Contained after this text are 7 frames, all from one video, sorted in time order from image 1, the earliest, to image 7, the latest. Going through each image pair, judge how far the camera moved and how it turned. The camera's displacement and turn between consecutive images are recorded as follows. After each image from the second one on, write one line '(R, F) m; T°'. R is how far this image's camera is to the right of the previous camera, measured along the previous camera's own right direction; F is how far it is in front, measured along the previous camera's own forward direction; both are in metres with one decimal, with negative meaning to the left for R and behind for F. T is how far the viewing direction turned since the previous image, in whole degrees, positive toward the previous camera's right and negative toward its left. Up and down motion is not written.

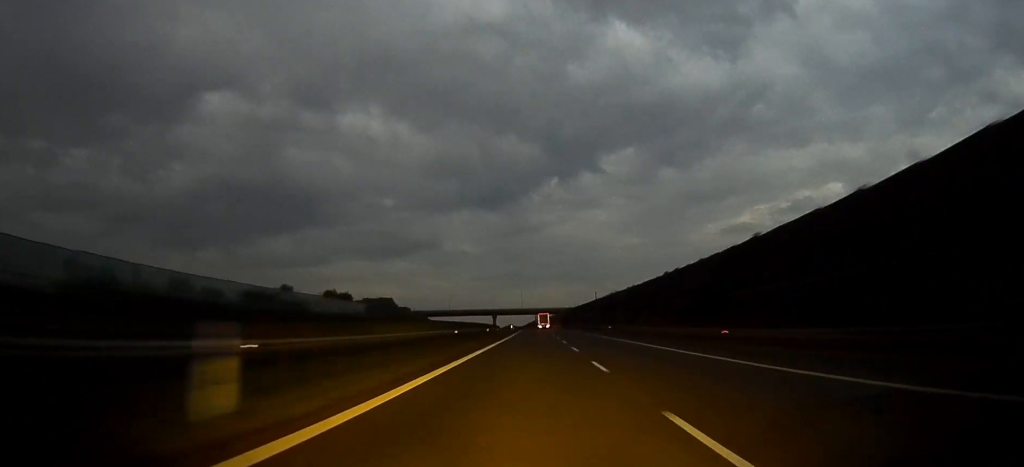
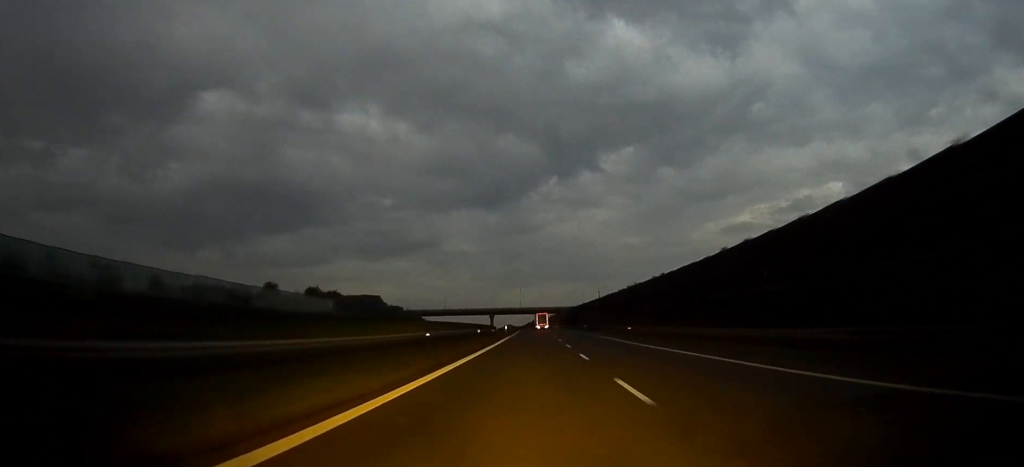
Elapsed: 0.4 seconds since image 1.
(0.0, +18.2) m; 0°
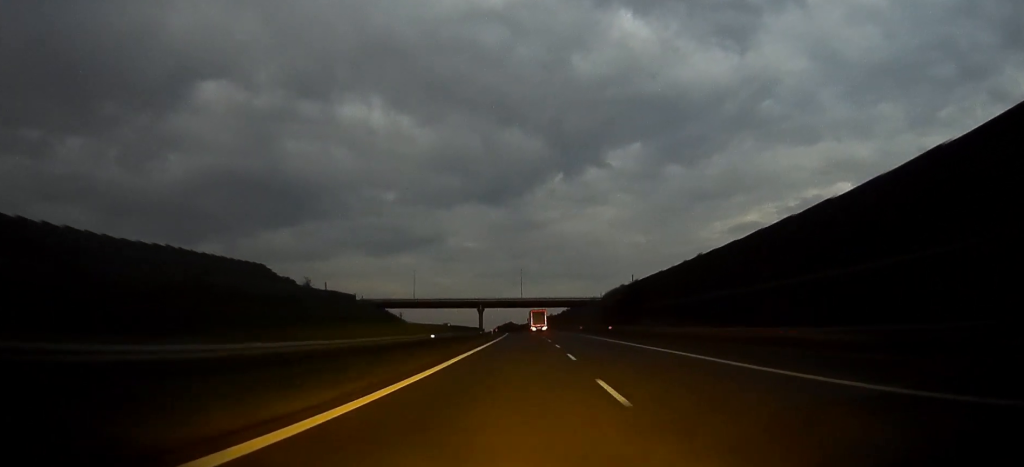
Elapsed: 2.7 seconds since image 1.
(-0.1, +95.9) m; -1°
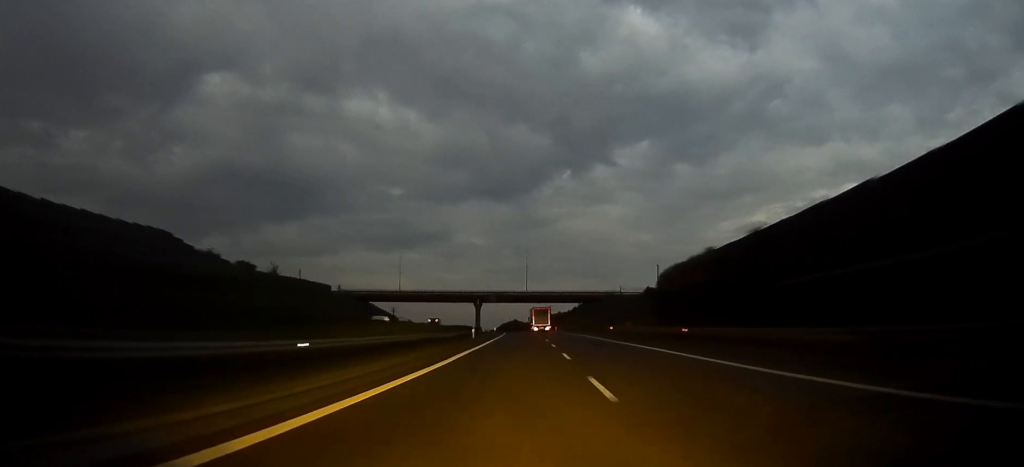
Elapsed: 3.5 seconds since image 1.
(-0.2, +35.4) m; -1°
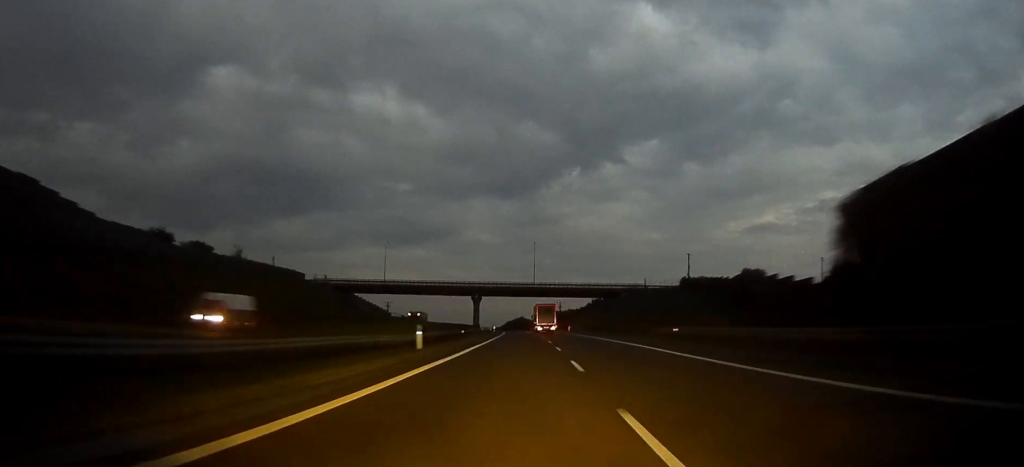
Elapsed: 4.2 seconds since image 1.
(-0.2, +28.2) m; -1°
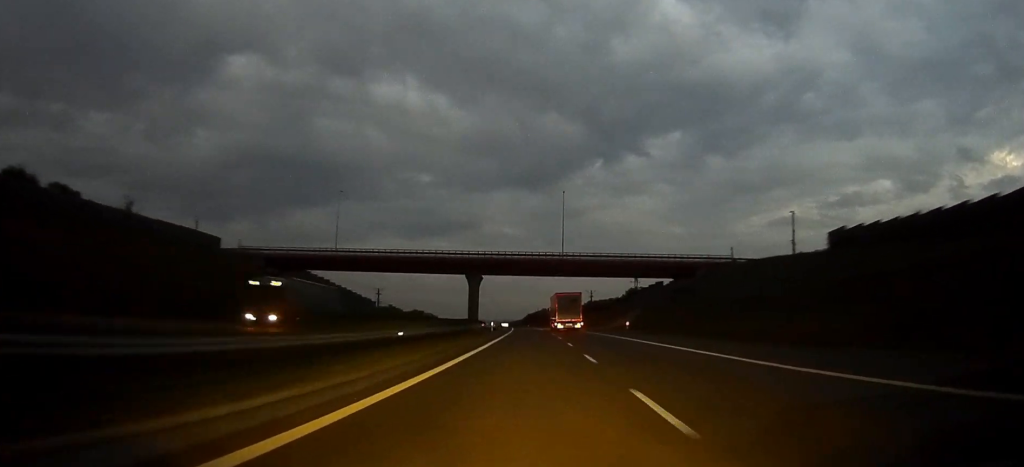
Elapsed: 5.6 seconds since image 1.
(-0.8, +57.3) m; -2°
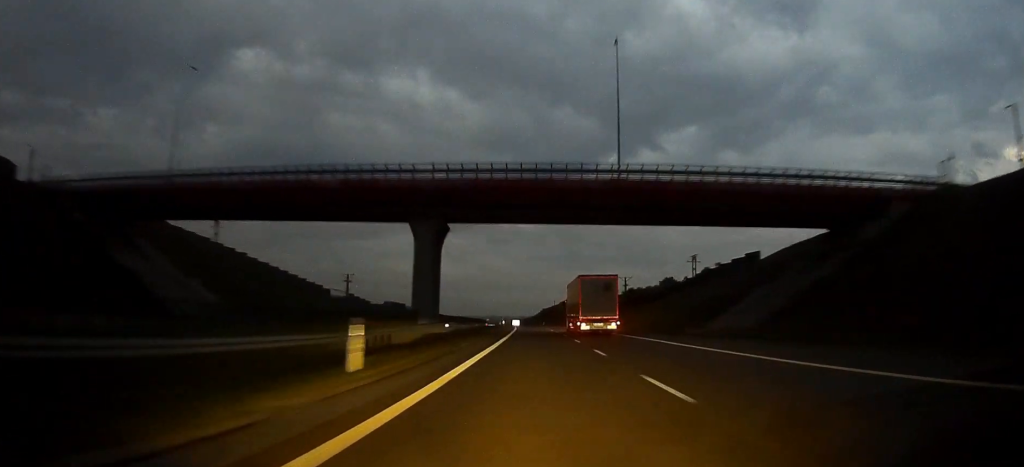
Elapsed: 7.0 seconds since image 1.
(-0.6, +57.7) m; -1°
